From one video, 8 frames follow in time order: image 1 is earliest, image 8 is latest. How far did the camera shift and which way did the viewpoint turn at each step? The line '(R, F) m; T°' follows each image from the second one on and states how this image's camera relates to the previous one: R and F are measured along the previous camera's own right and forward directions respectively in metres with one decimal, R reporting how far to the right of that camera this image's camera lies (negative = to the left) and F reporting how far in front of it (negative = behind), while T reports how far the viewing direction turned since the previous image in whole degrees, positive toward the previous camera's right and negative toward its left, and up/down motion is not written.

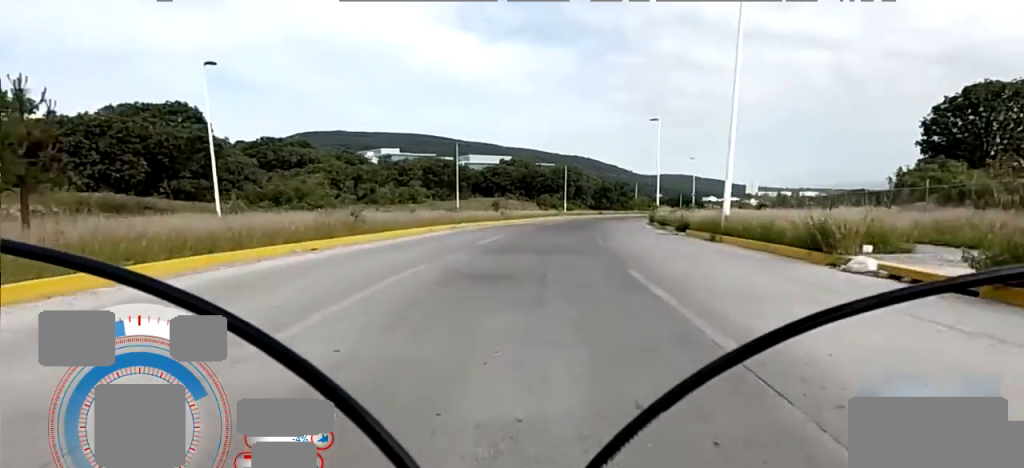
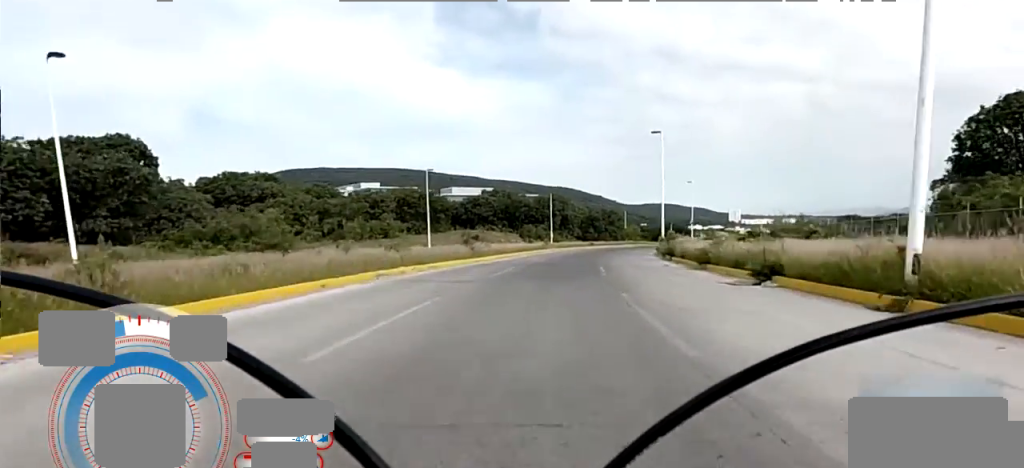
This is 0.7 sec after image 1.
(+0.5, +9.2) m; +2°
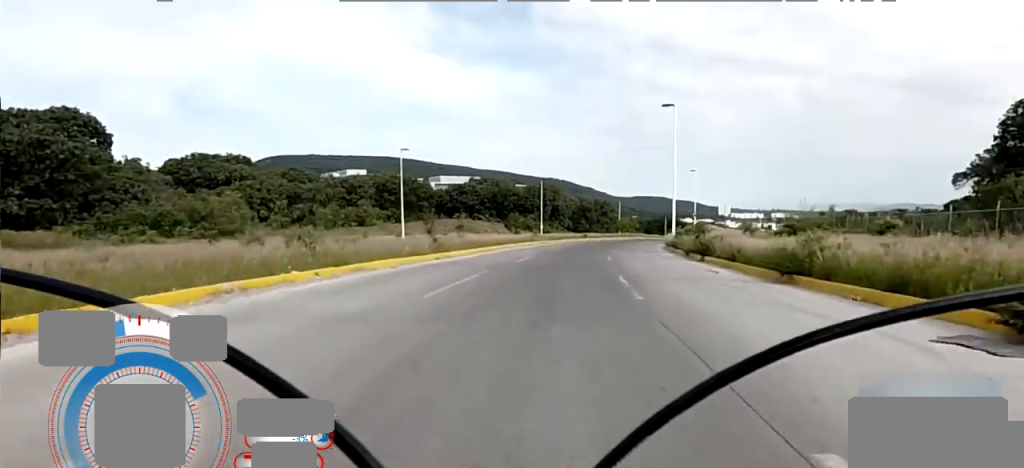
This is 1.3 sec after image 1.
(+0.1, +7.2) m; -1°
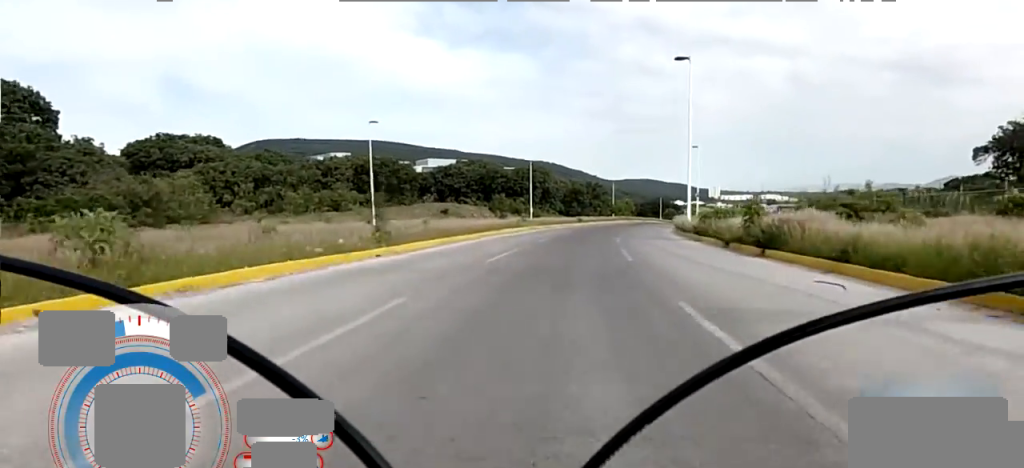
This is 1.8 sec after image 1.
(-0.2, +6.4) m; -1°
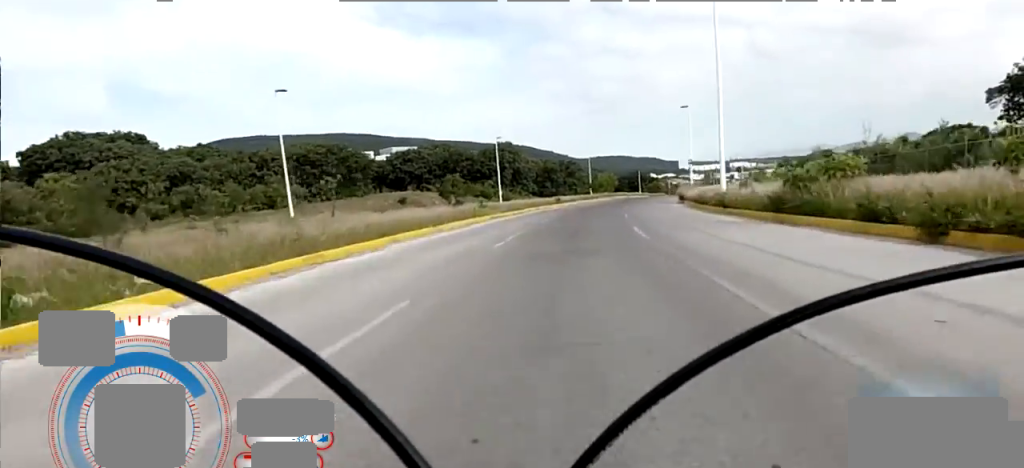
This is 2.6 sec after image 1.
(-0.2, +10.6) m; -1°
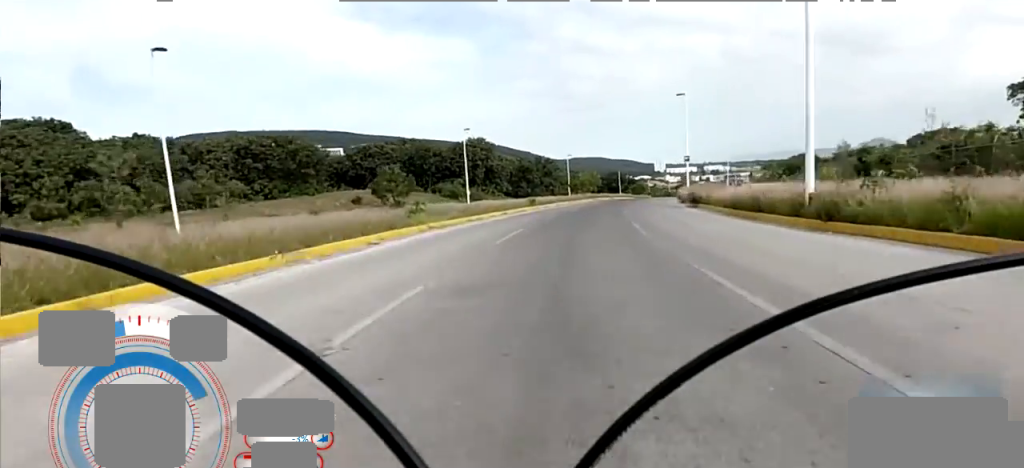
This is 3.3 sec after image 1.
(0.0, +8.9) m; 0°
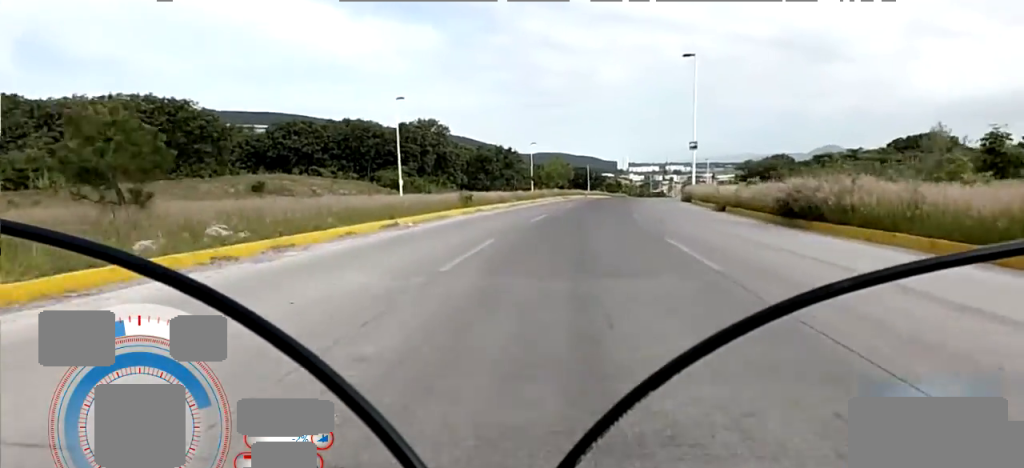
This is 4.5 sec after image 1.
(0.0, +14.9) m; 0°
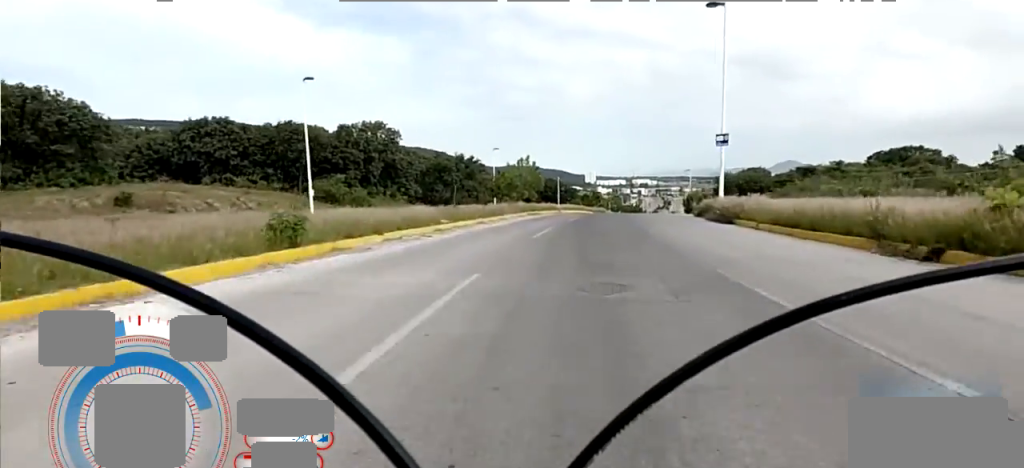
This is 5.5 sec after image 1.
(0.0, +12.7) m; 0°
